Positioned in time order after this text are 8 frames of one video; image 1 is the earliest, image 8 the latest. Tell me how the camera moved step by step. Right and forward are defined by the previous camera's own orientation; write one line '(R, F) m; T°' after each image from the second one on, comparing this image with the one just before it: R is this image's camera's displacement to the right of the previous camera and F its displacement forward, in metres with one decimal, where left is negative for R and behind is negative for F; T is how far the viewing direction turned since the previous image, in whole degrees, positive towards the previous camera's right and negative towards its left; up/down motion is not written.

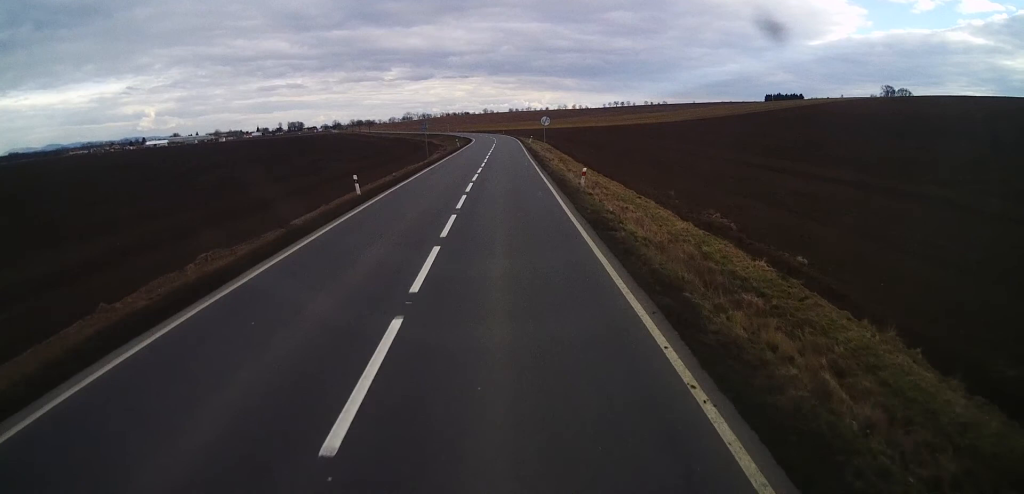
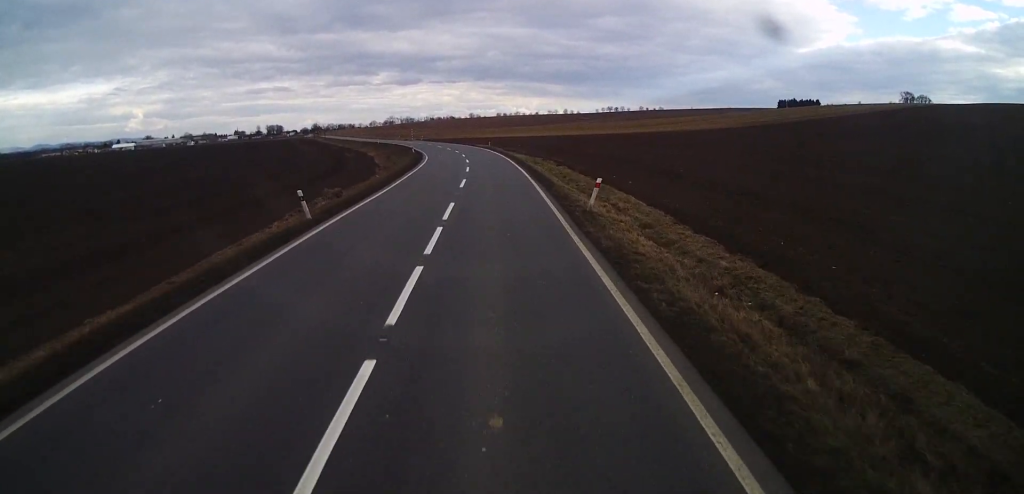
(+1.0, +54.1) m; +2°
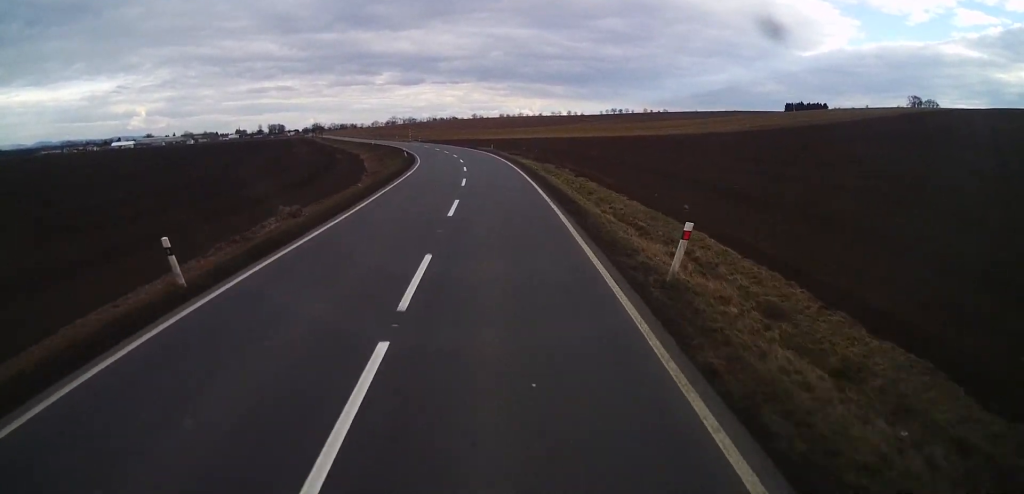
(0.0, +8.3) m; 0°
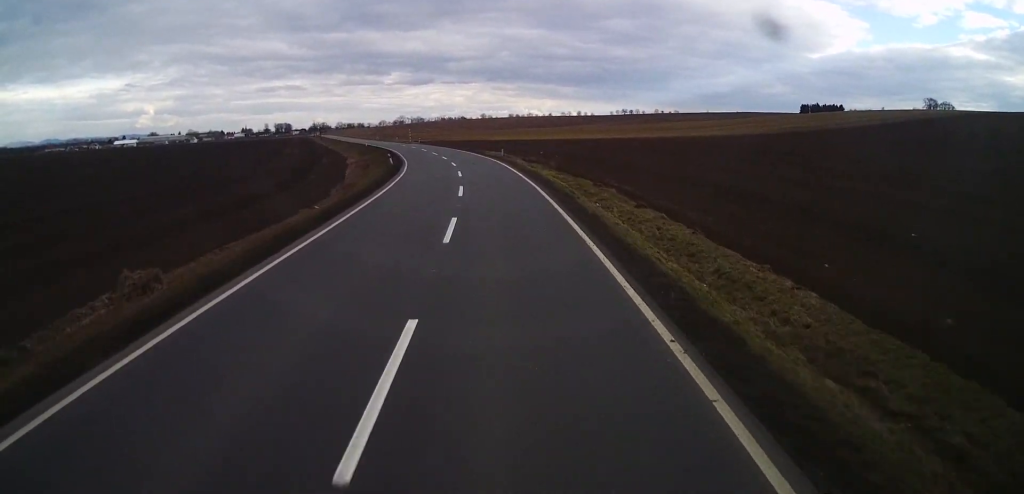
(0.0, +13.0) m; 0°
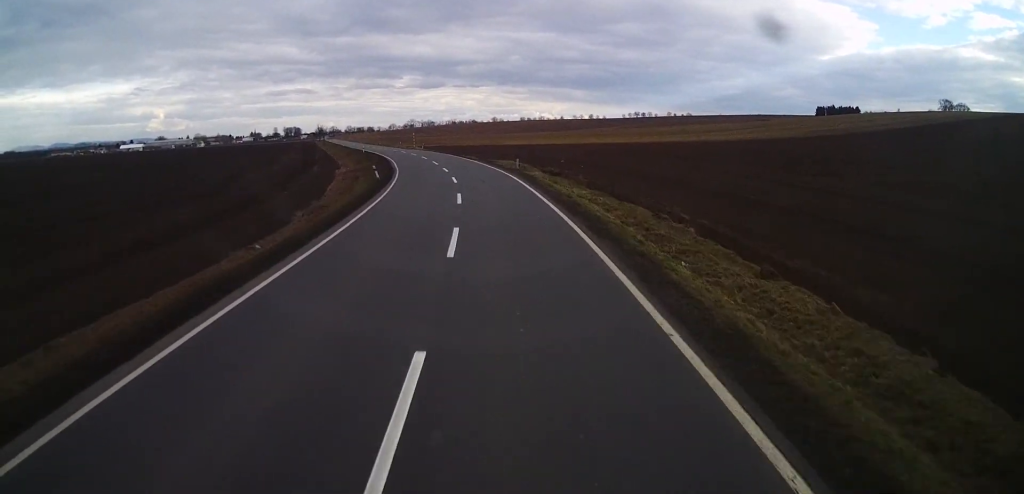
(0.0, +9.6) m; -1°
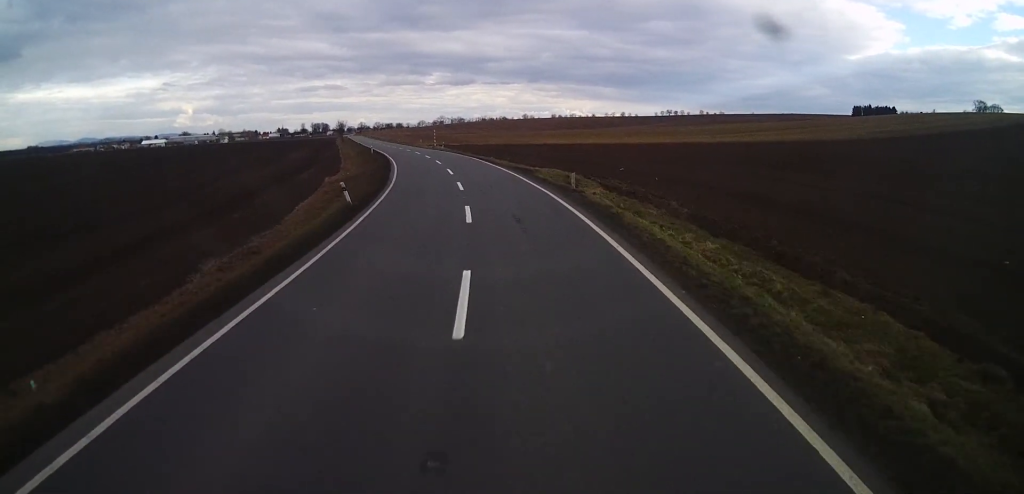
(-0.1, +13.7) m; -1°
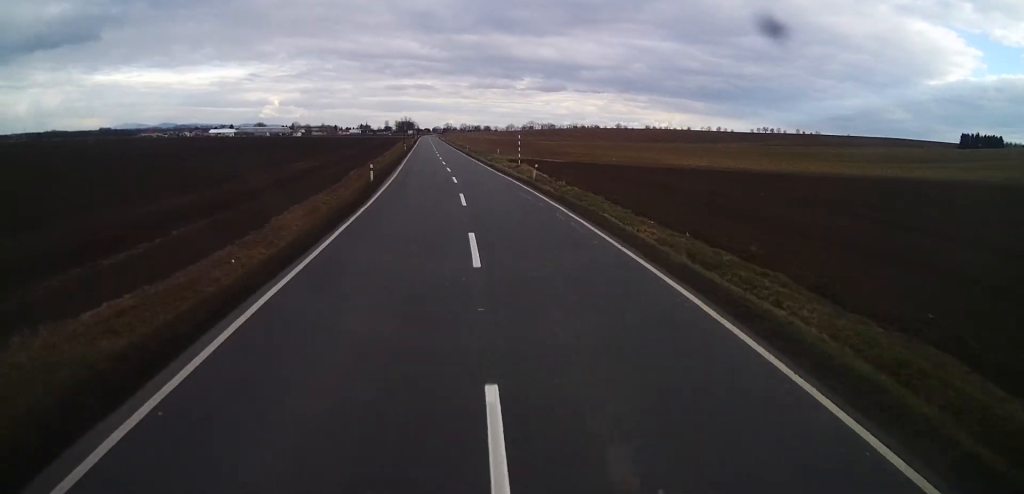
(-2.2, +39.6) m; -8°
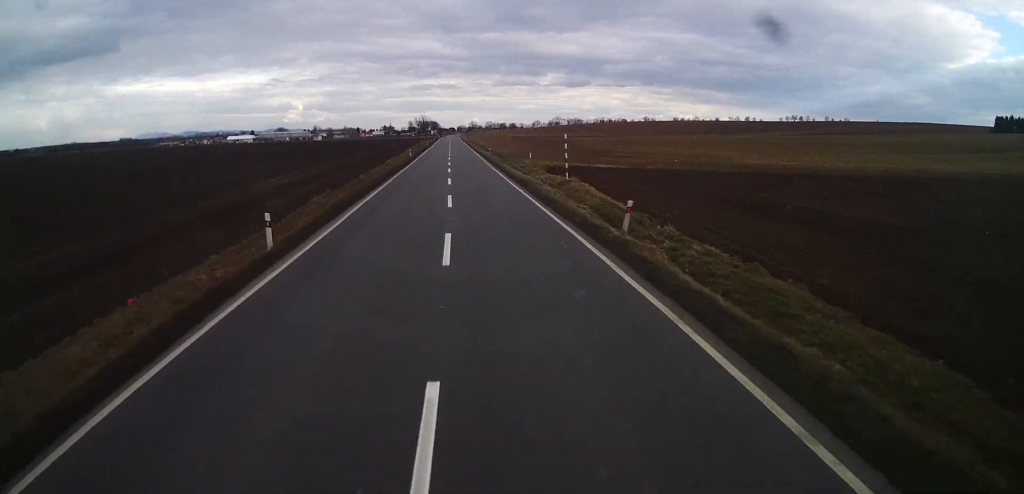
(-0.6, +17.0) m; -3°
